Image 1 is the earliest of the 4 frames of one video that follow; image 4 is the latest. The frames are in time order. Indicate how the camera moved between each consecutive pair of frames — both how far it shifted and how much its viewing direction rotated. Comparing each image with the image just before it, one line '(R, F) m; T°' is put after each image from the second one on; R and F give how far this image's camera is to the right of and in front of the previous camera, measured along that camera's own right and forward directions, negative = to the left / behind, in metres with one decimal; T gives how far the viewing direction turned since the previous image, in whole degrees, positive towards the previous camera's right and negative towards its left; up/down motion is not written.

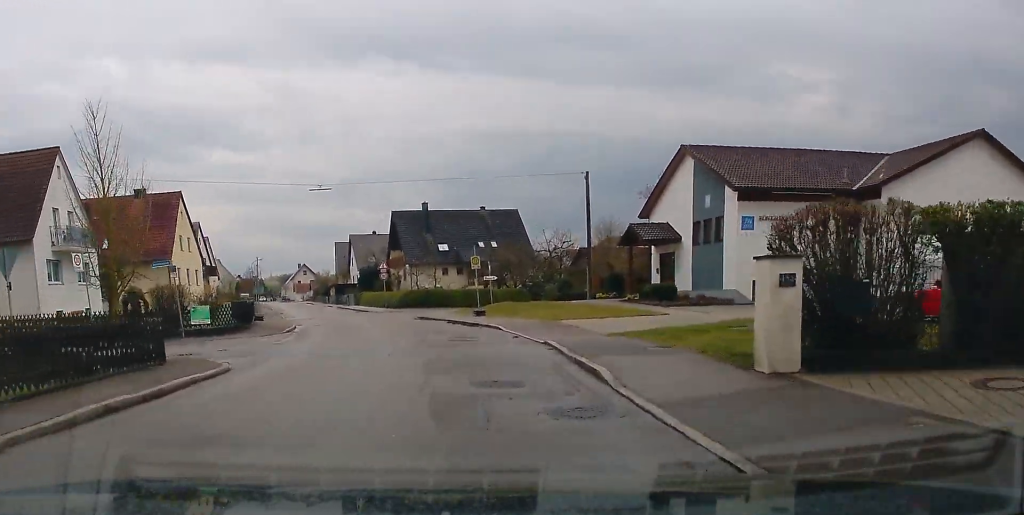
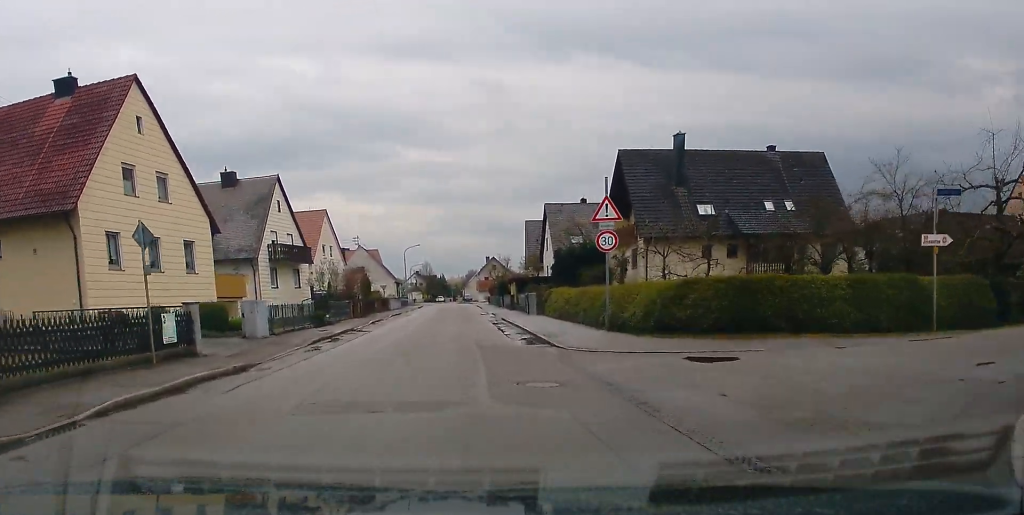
(-4.2, +40.6) m; -11°
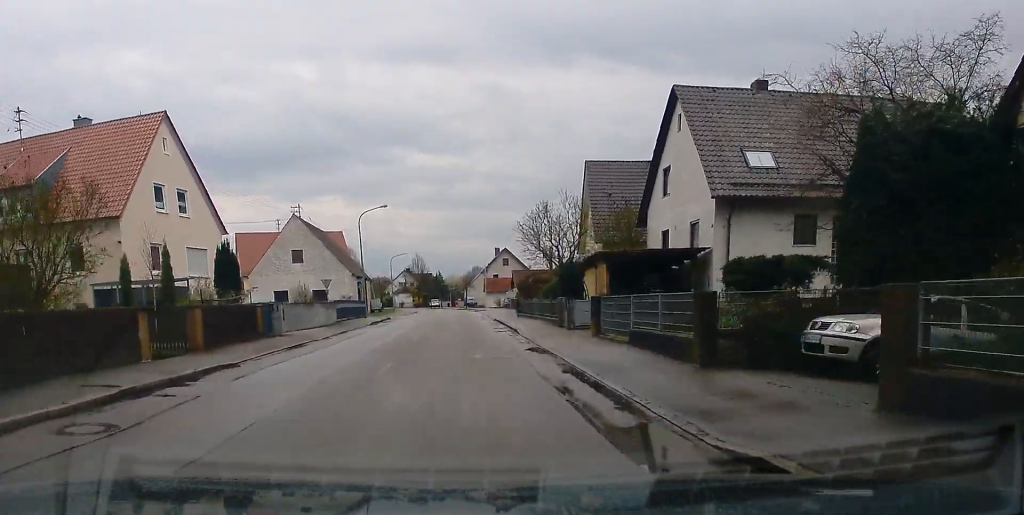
(-1.6, +46.0) m; -1°
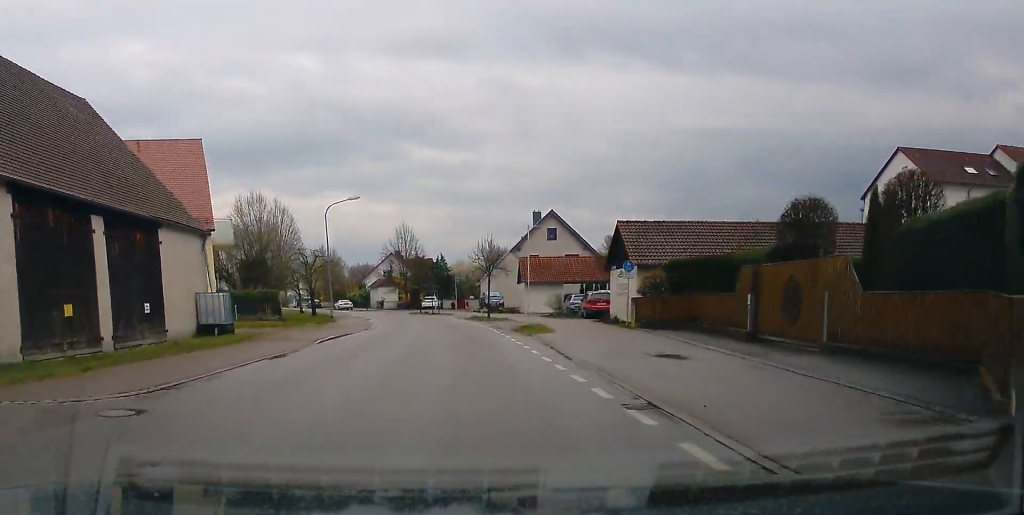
(-1.0, +56.2) m; -2°
